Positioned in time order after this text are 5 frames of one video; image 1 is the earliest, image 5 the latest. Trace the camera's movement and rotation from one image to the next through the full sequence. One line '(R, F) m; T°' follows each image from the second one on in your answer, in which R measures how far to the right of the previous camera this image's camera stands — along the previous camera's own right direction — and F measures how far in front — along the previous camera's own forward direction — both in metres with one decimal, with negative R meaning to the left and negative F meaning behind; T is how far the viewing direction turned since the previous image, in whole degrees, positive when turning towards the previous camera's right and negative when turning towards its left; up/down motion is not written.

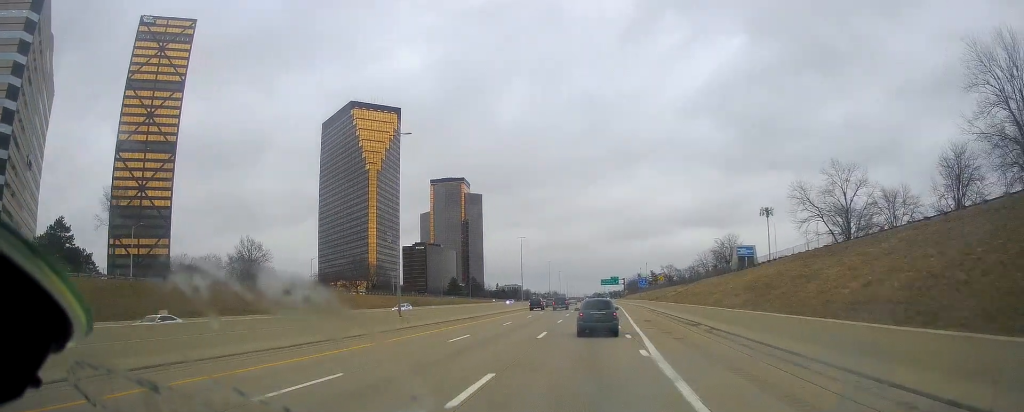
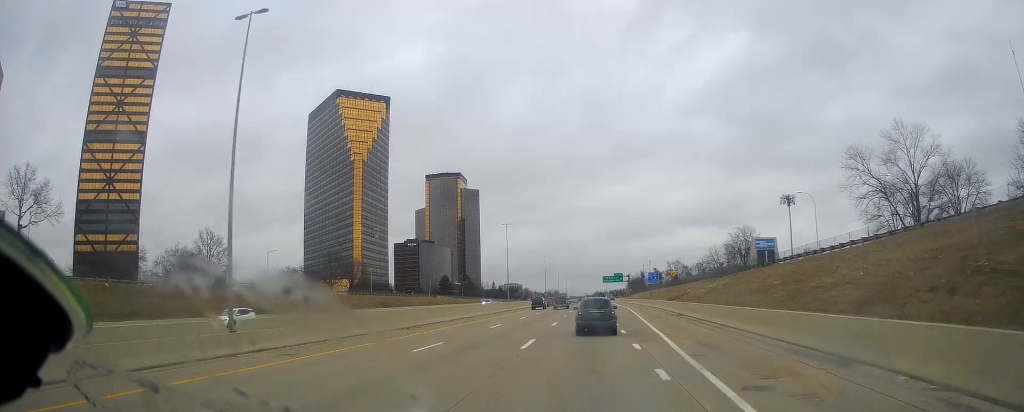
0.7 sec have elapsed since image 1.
(+0.3, +20.3) m; -1°
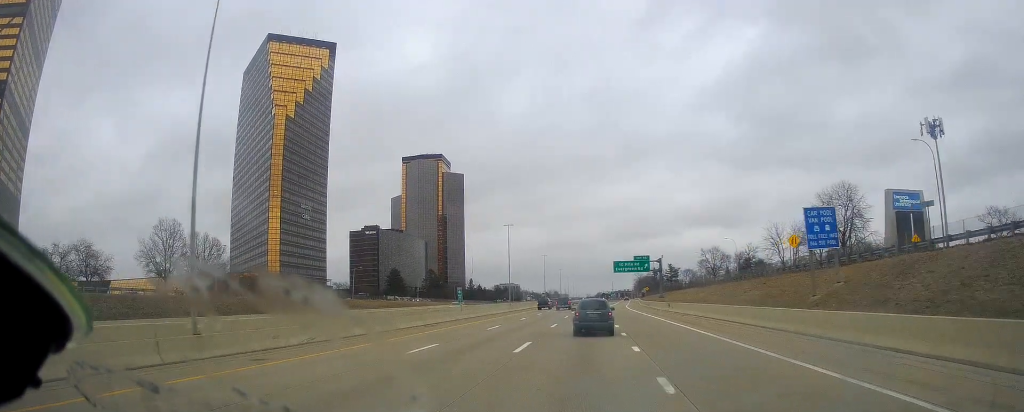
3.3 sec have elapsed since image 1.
(-0.9, +76.6) m; 0°
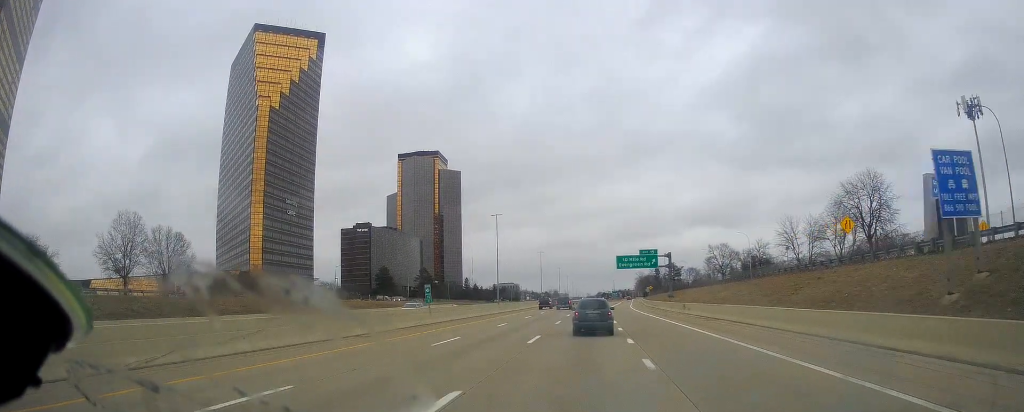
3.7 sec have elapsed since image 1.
(0.0, +11.7) m; 0°
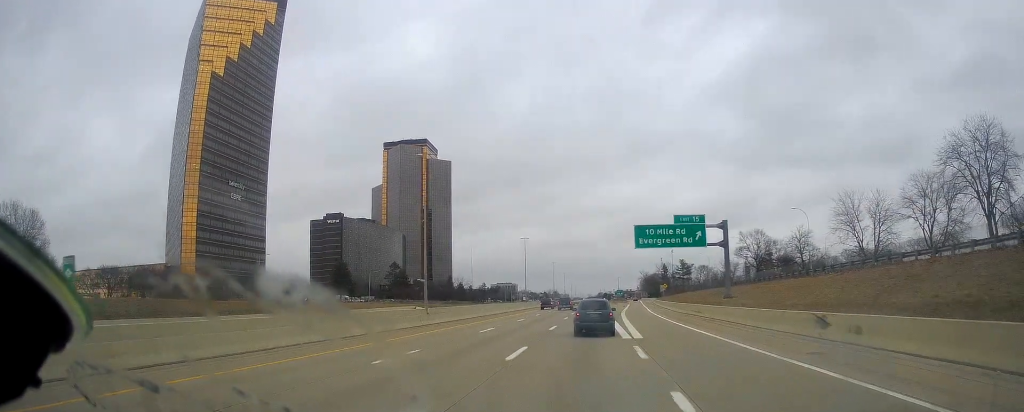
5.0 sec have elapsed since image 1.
(0.0, +36.1) m; 0°
